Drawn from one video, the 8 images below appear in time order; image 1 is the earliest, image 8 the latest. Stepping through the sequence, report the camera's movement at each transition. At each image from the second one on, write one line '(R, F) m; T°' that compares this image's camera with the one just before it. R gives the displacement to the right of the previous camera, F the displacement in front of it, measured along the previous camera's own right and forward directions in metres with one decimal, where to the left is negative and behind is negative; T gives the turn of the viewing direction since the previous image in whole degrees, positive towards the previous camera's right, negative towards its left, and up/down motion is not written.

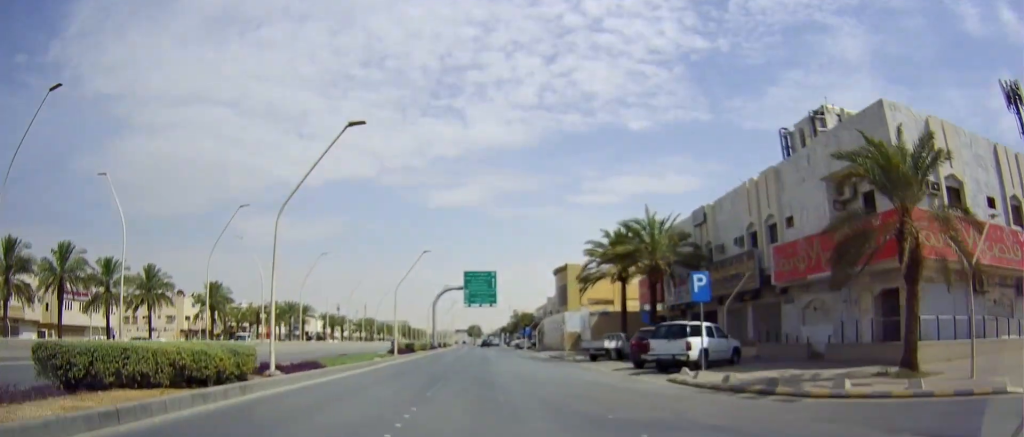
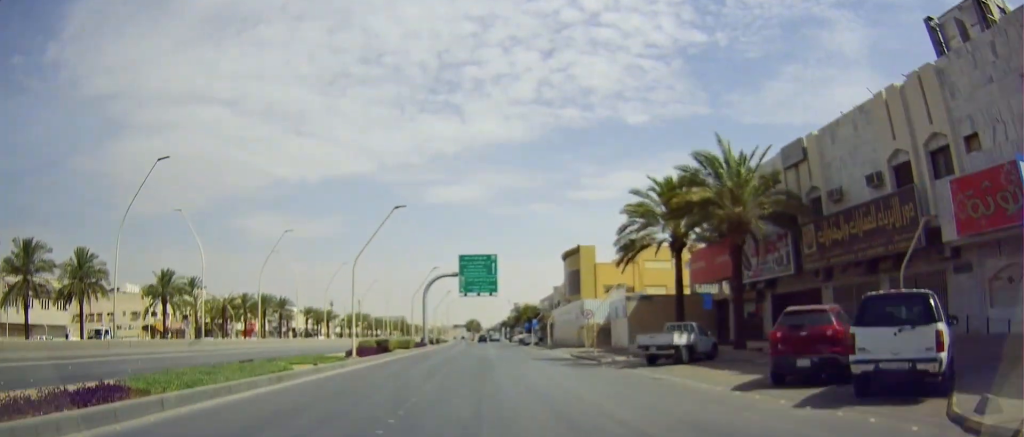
(-0.3, +13.1) m; -1°
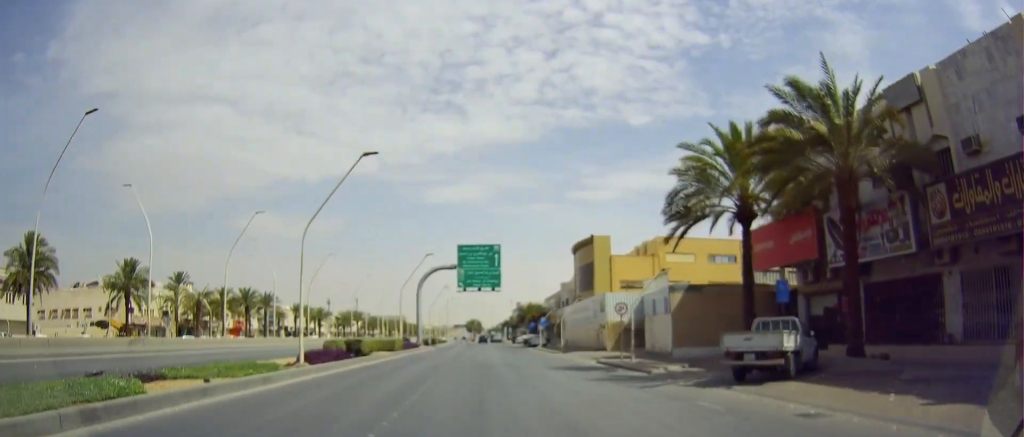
(+0.1, +8.5) m; +1°
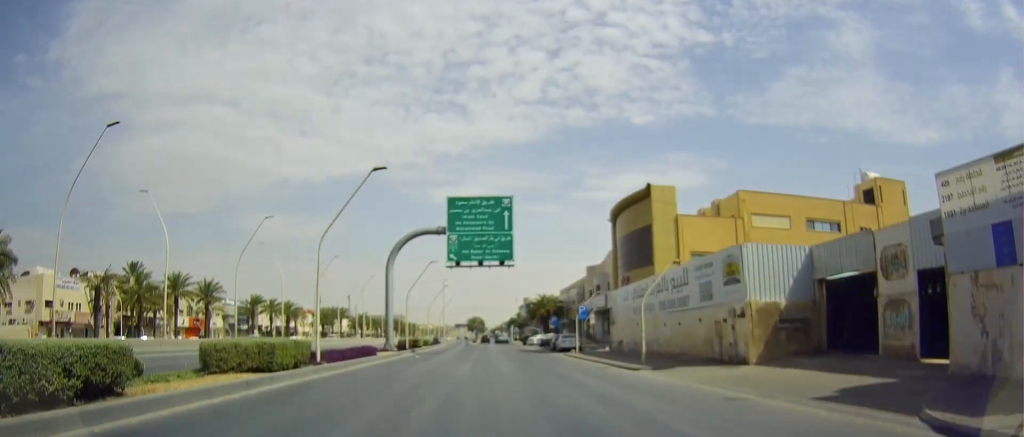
(+0.1, +23.3) m; -1°
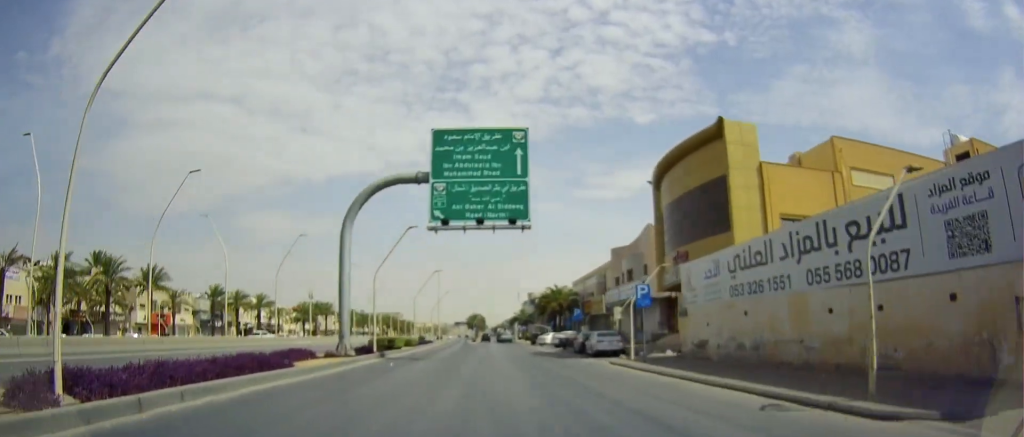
(-0.3, +14.8) m; -1°
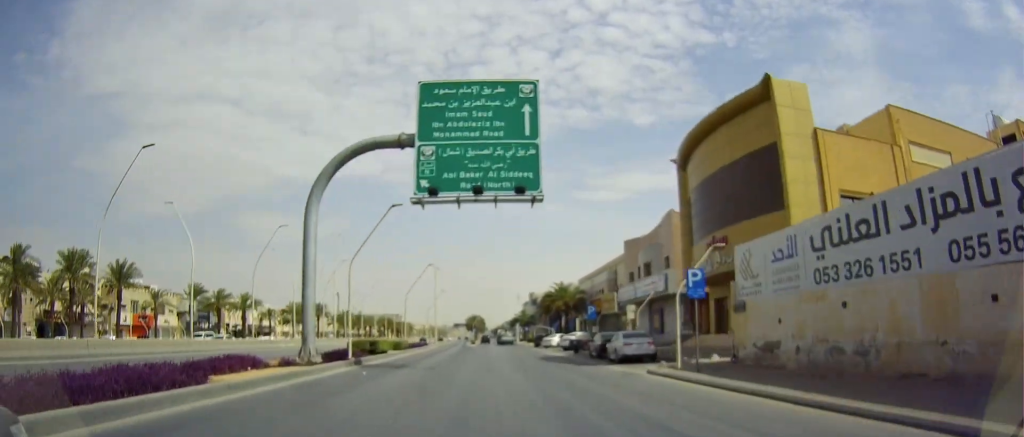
(0.0, +6.2) m; 0°
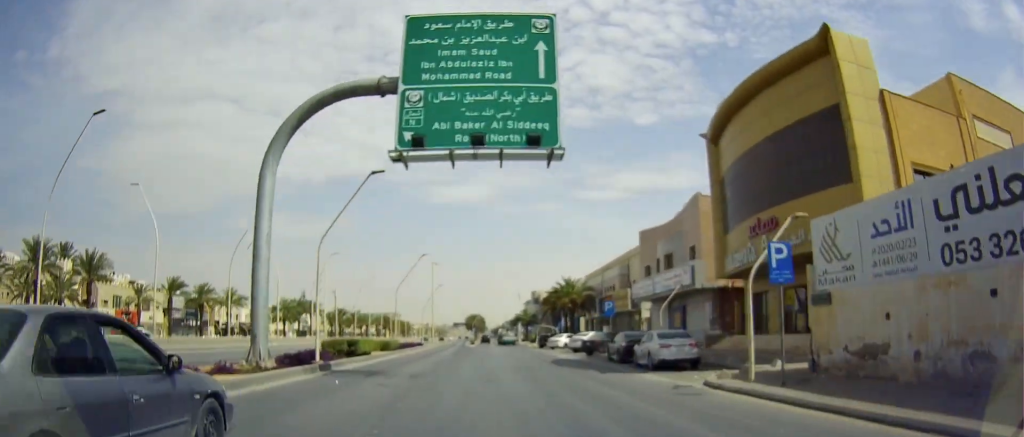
(0.0, +5.6) m; +1°
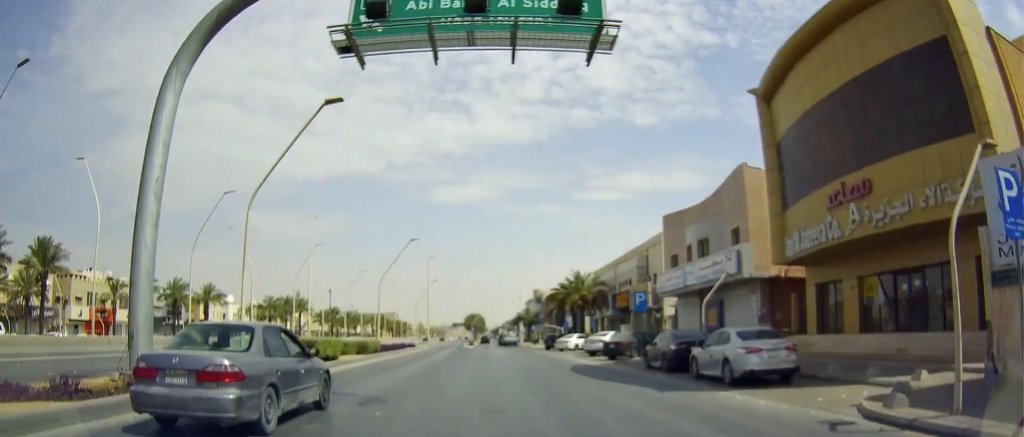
(+0.1, +7.2) m; +1°
